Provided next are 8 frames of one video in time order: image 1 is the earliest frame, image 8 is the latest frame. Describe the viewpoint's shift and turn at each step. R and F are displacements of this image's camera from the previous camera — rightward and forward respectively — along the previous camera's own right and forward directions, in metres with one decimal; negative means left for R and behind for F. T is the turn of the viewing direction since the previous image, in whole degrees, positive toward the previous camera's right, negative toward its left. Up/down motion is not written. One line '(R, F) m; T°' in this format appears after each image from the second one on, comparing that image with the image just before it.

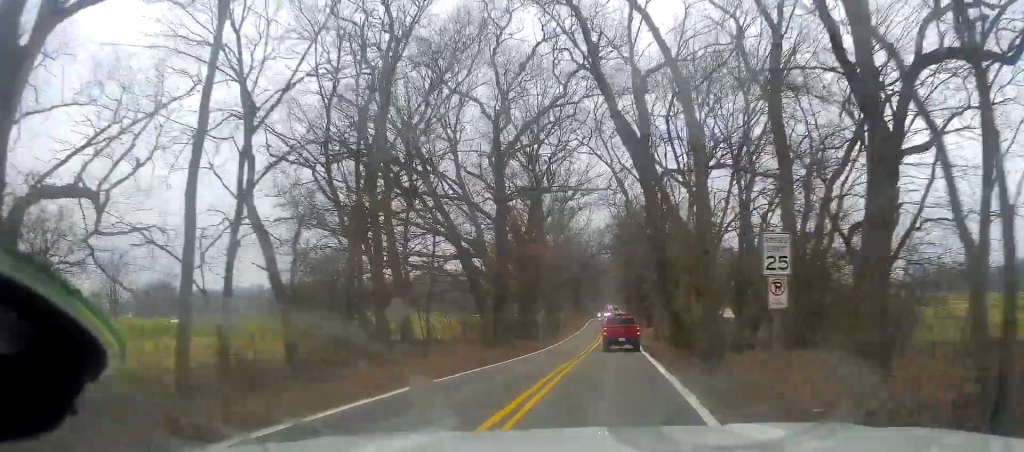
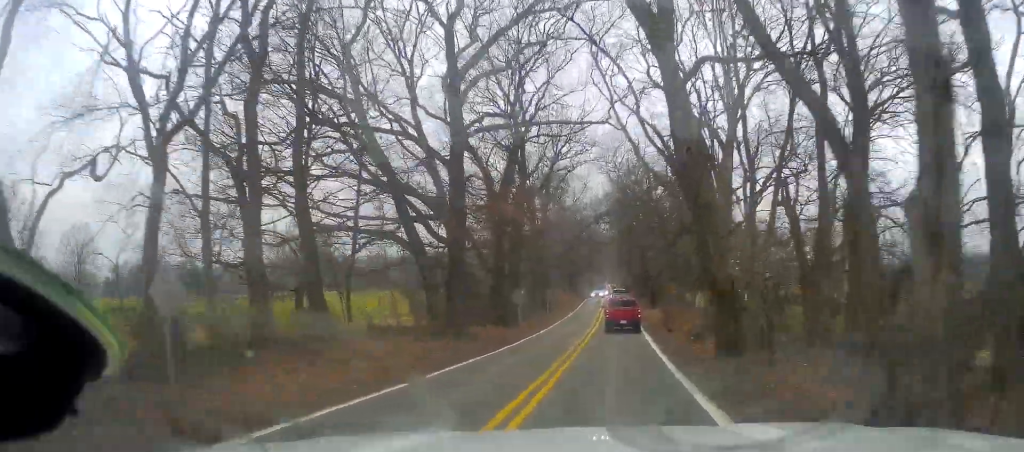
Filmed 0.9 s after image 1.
(0.0, +10.7) m; 0°
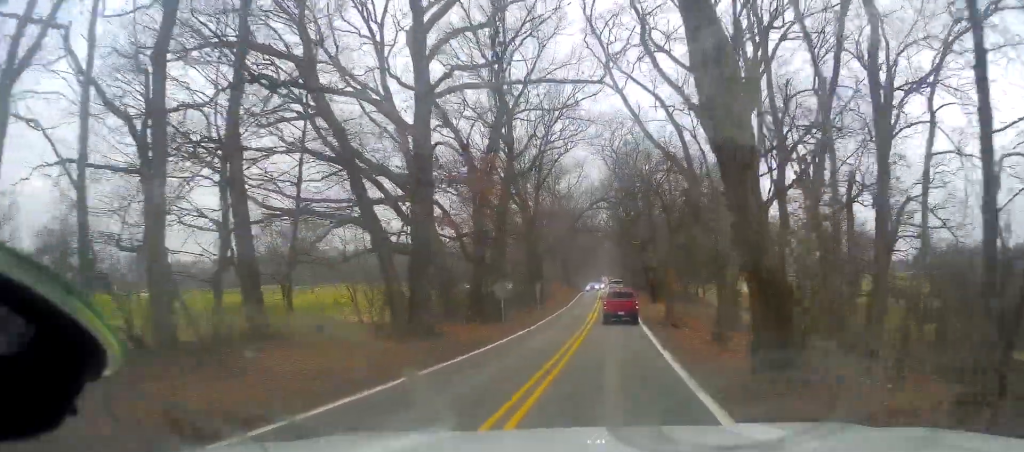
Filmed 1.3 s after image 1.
(0.0, +4.6) m; 0°
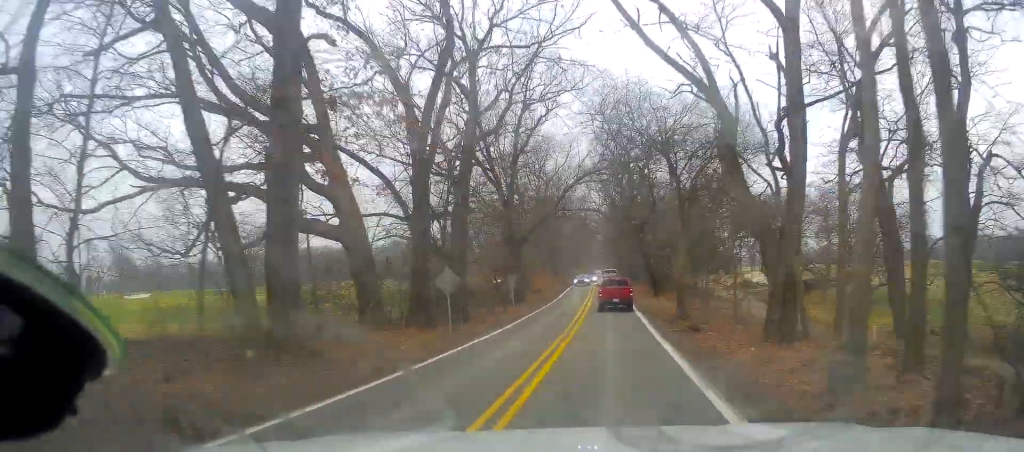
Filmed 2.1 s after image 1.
(0.0, +9.3) m; 0°
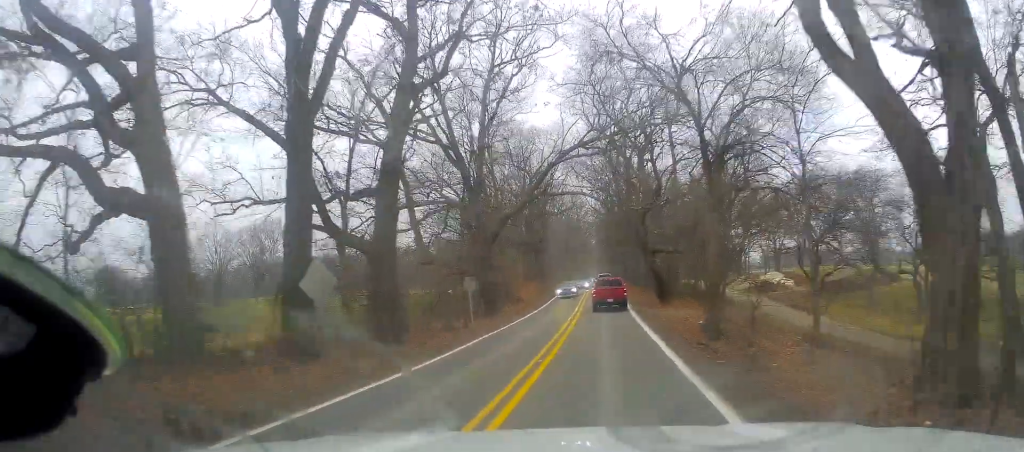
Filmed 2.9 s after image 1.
(0.0, +9.4) m; 0°
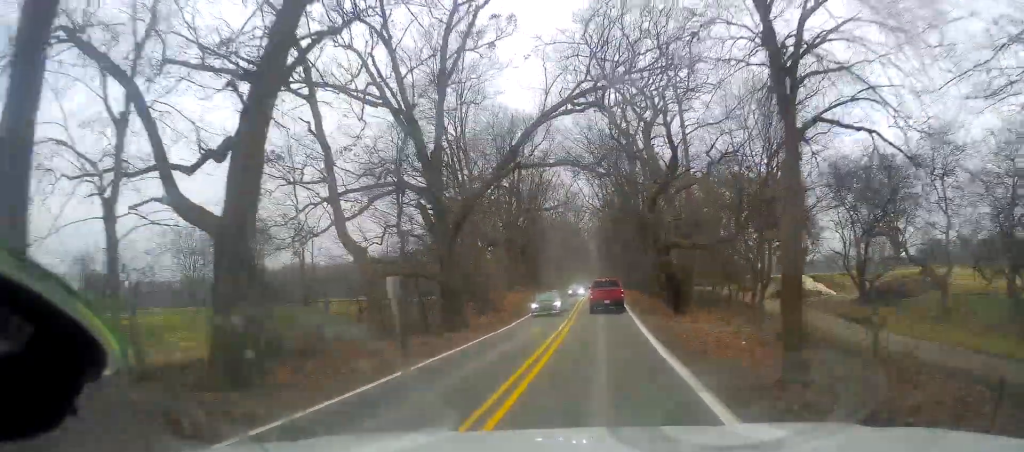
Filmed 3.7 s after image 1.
(0.0, +9.0) m; -1°
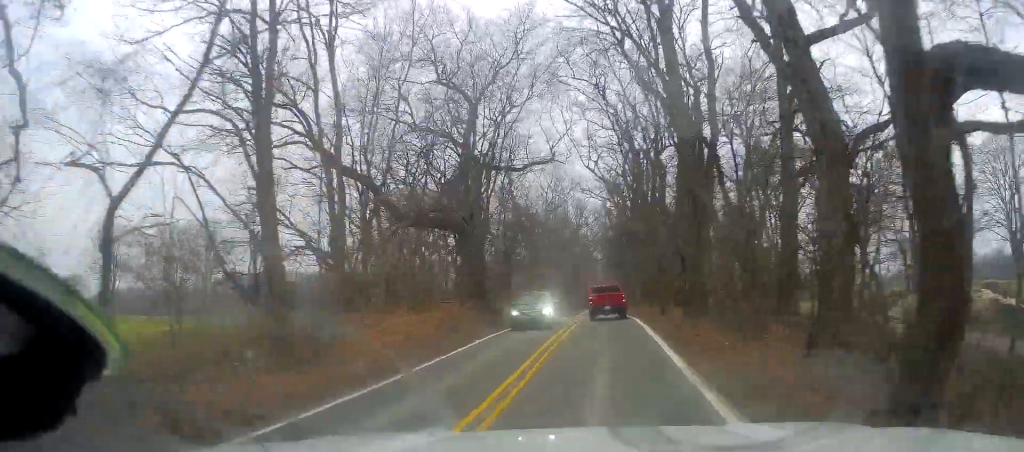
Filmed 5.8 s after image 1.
(-0.6, +26.1) m; -2°
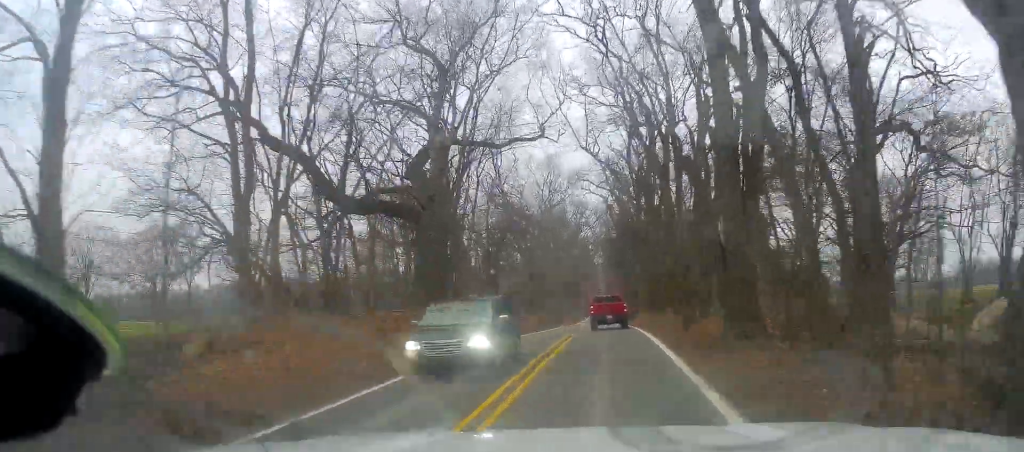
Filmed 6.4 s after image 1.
(+0.2, +7.3) m; 0°
